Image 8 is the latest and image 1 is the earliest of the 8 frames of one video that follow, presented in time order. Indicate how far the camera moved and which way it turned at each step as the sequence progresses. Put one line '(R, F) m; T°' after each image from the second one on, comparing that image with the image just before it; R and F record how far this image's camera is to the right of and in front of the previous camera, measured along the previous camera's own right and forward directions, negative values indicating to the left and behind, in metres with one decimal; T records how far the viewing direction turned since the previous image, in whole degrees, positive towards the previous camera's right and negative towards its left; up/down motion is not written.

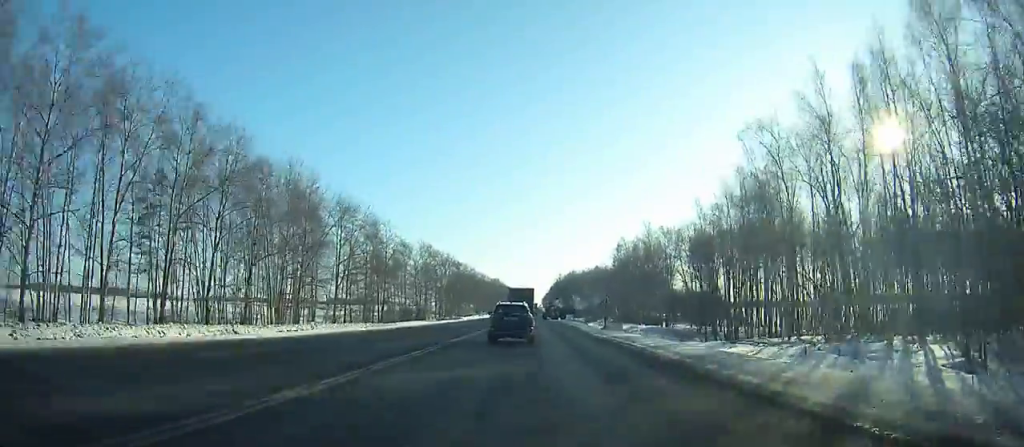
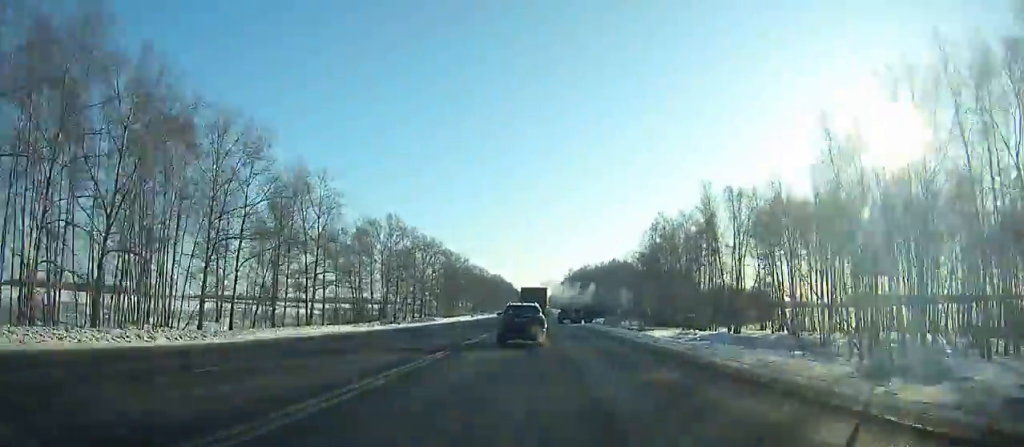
(+0.1, +39.1) m; 0°
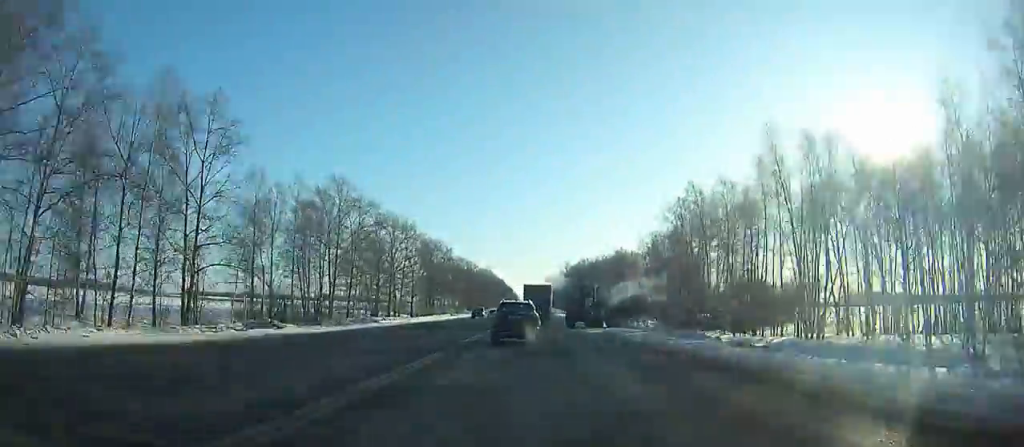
(0.0, +26.7) m; 0°
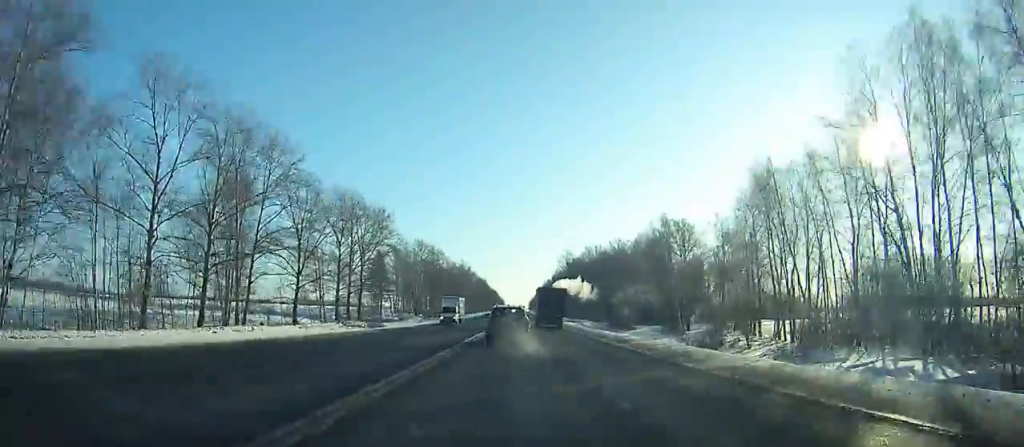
(+0.4, +66.2) m; +1°
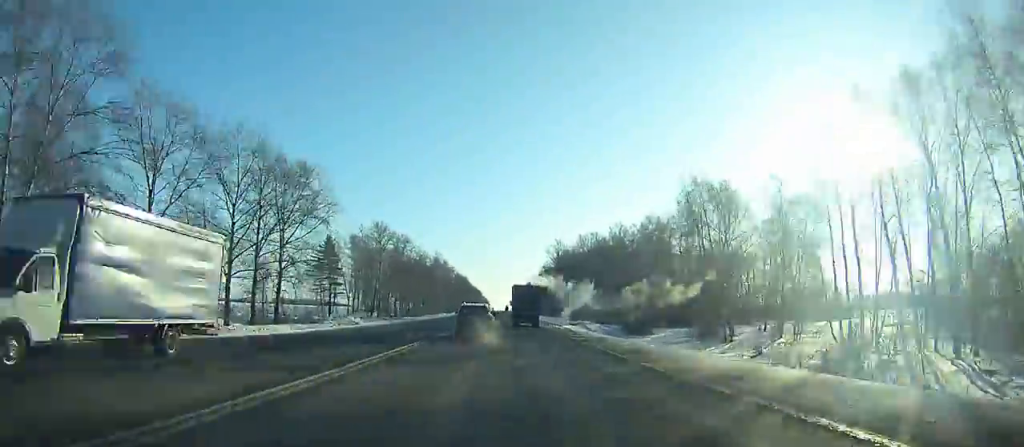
(+0.3, +29.6) m; 0°
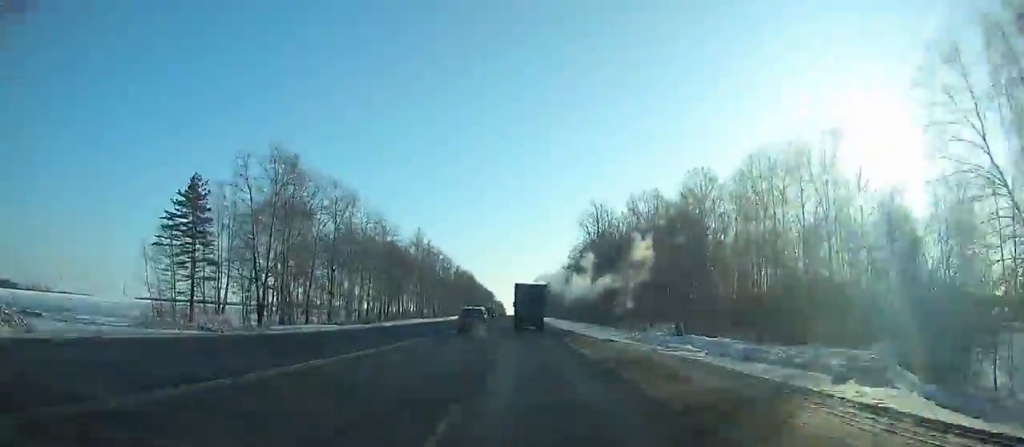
(+0.3, +58.1) m; 0°
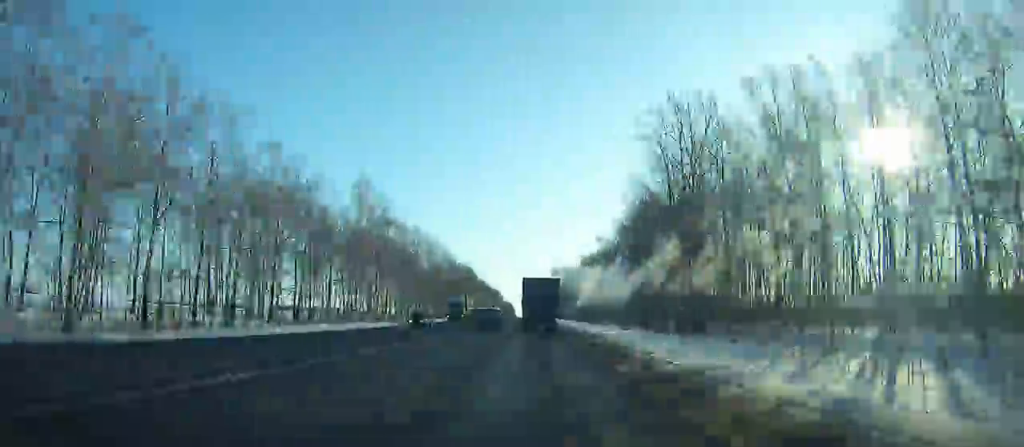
(-0.3, +53.2) m; -1°
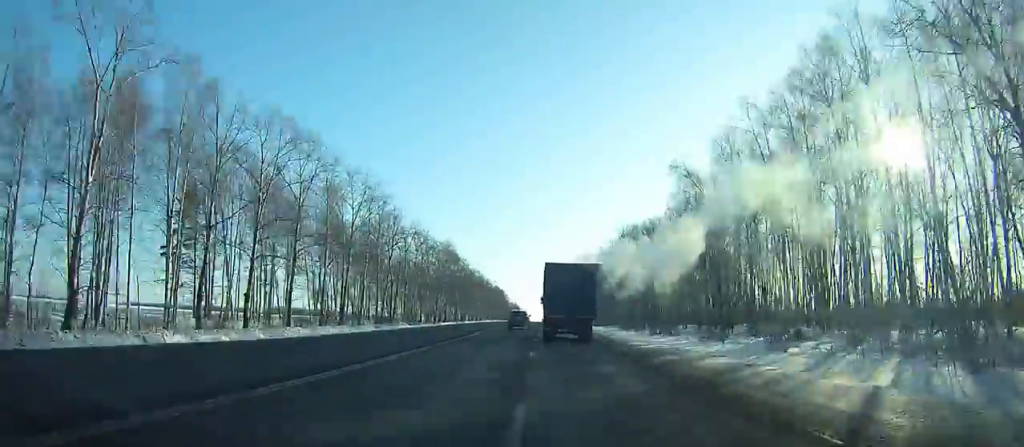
(-0.7, +67.0) m; -1°
